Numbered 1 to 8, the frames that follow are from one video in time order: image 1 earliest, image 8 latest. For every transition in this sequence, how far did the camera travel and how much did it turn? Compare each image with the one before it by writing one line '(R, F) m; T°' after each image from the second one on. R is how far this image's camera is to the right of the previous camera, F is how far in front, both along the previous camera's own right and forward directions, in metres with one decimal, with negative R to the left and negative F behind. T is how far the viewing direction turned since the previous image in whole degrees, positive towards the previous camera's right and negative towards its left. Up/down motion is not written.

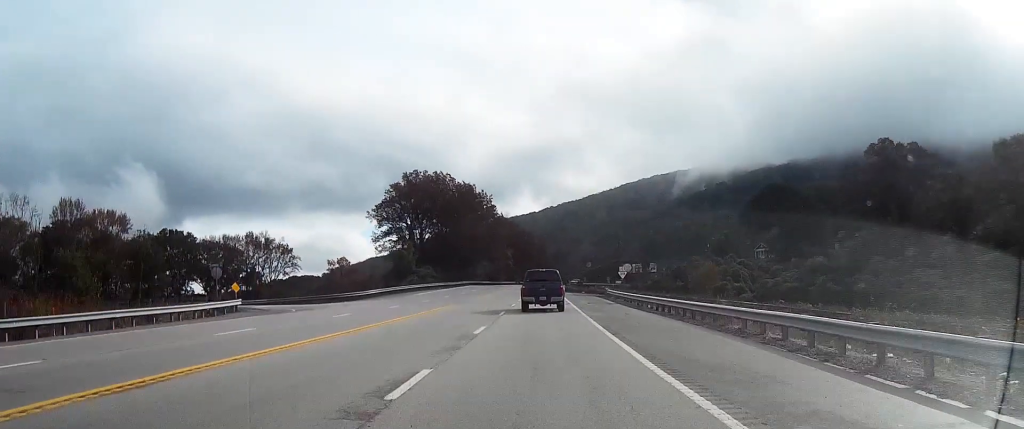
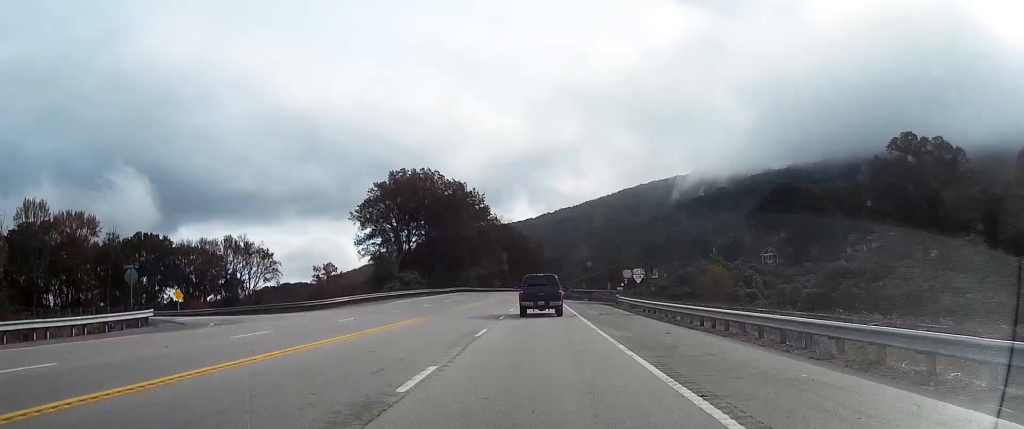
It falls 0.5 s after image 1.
(0.0, +11.3) m; 0°
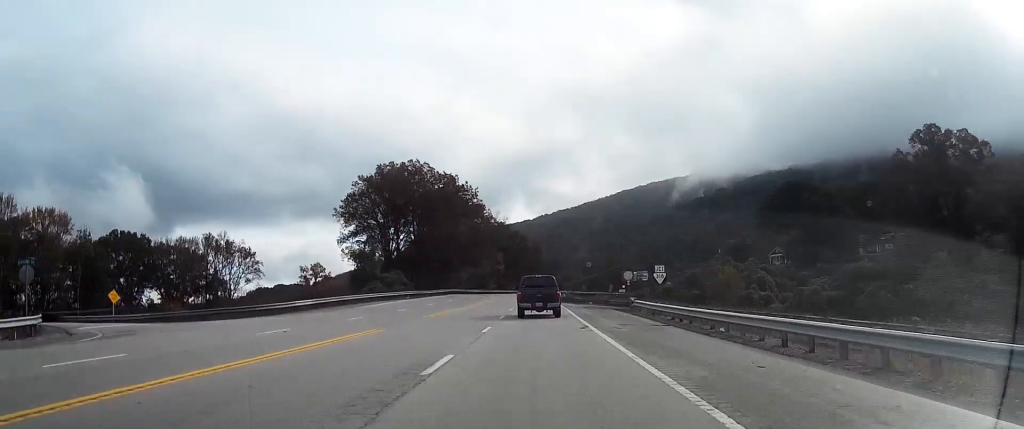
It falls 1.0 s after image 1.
(0.0, +9.7) m; 0°
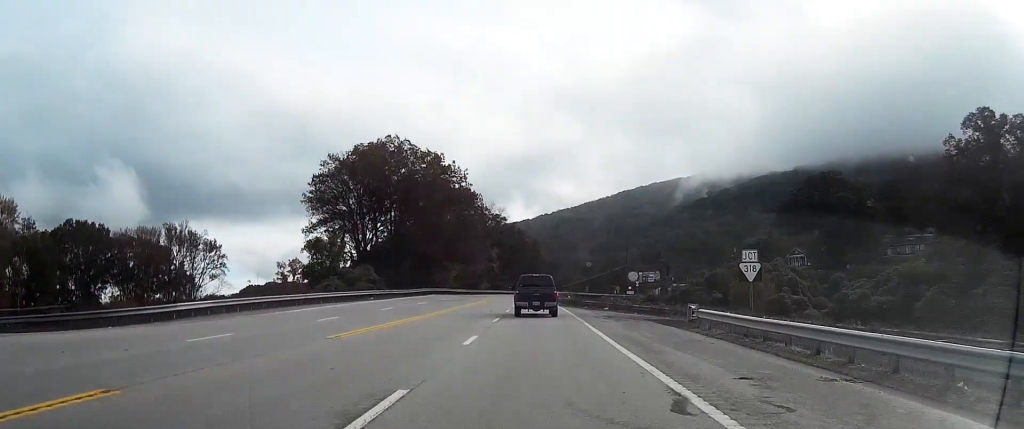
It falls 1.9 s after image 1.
(0.0, +17.7) m; 0°
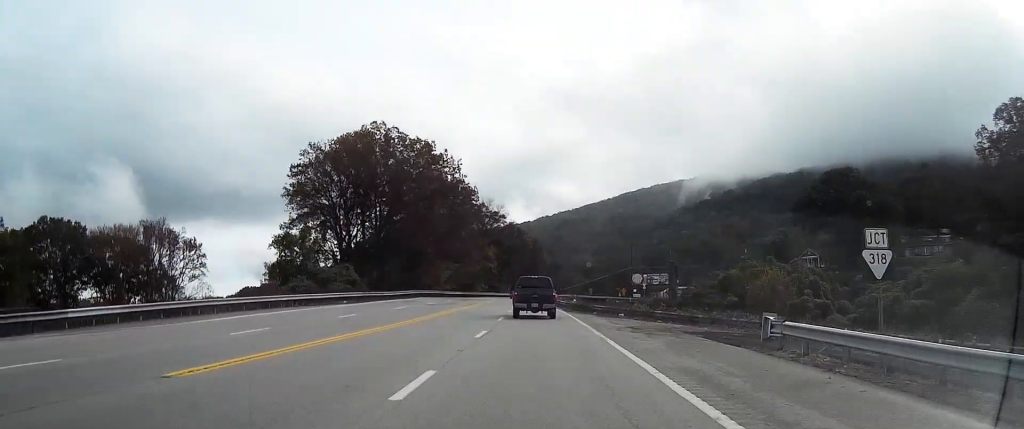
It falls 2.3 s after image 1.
(0.0, +9.4) m; 0°
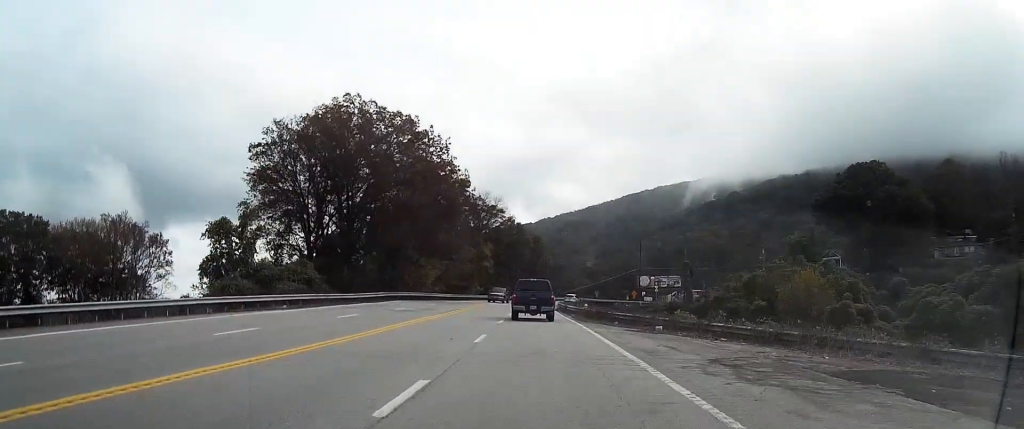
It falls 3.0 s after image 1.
(+0.1, +13.7) m; +1°
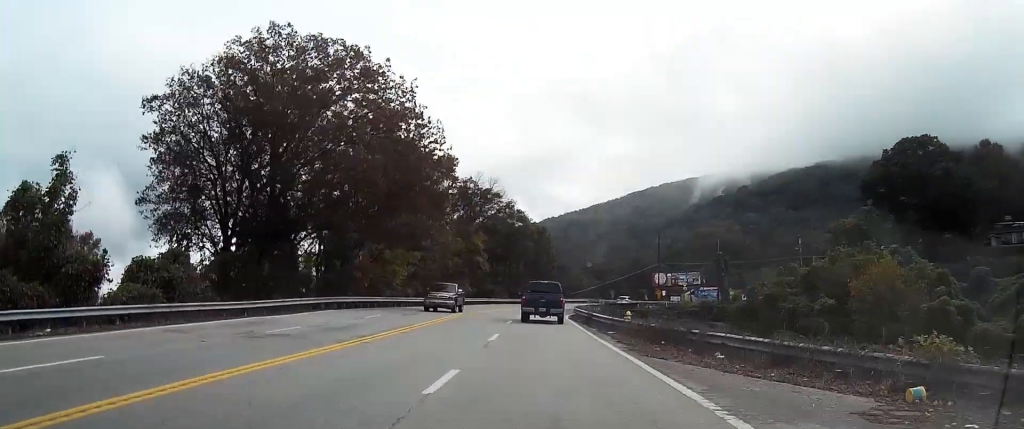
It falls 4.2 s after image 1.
(+0.1, +22.3) m; +1°
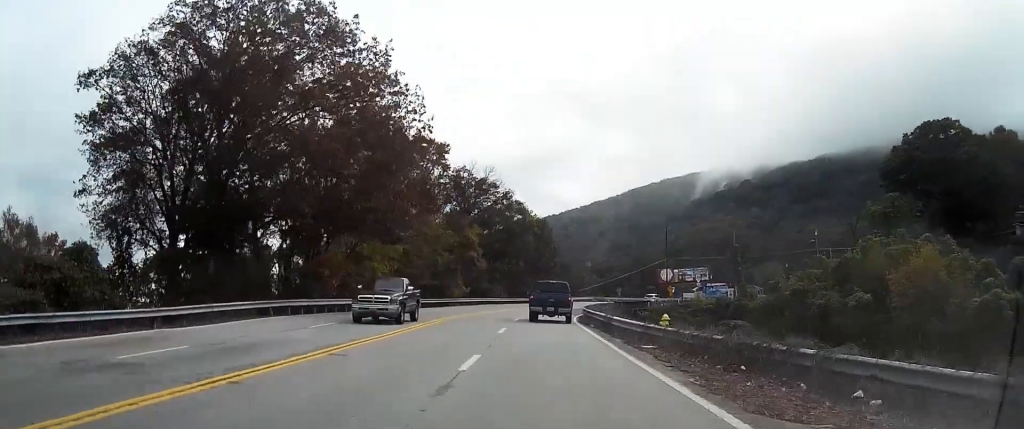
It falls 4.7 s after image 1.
(0.0, +8.7) m; +1°
